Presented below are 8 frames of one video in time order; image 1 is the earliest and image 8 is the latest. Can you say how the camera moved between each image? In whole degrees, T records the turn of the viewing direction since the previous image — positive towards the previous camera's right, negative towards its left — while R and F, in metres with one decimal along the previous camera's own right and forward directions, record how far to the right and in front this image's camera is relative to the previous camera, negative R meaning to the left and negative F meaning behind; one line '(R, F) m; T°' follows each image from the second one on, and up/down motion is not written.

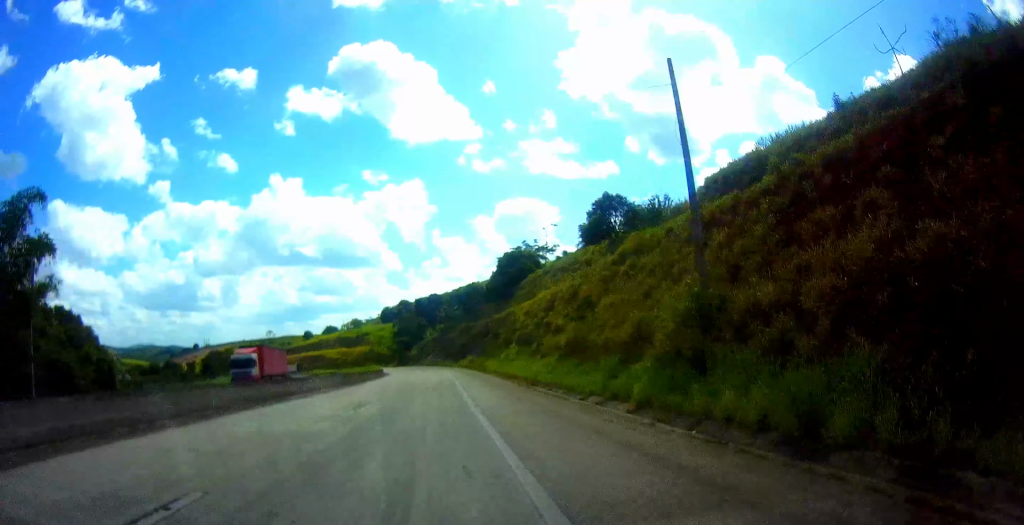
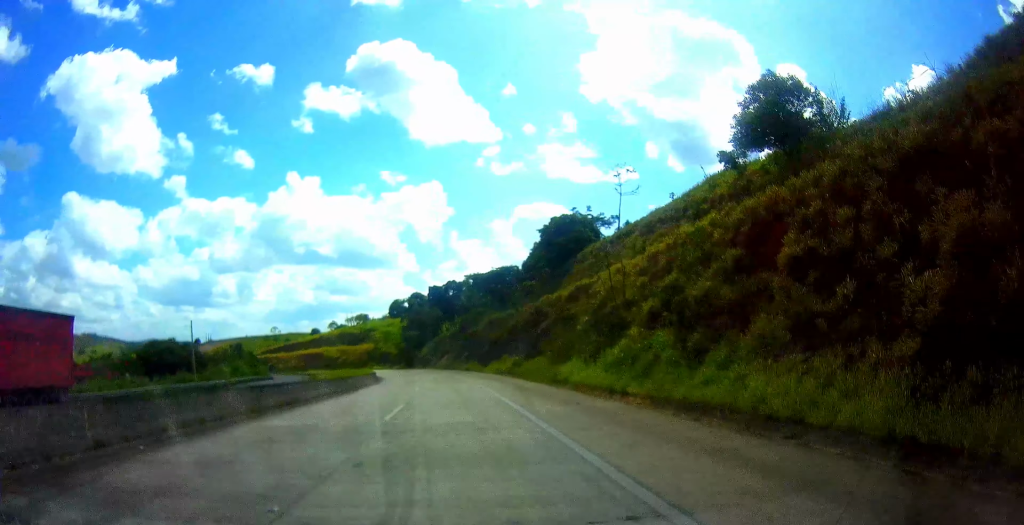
(-0.1, +34.5) m; -1°
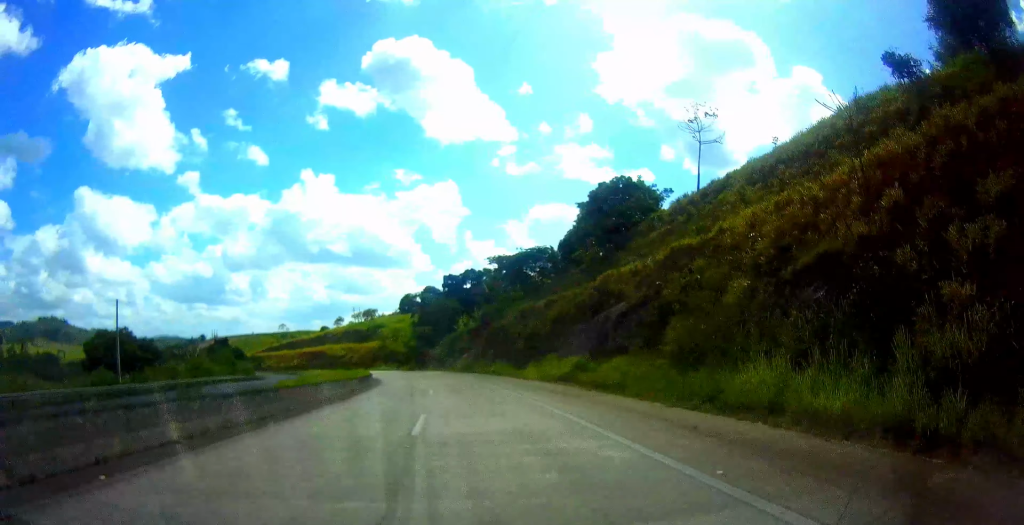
(-0.1, +19.5) m; -1°
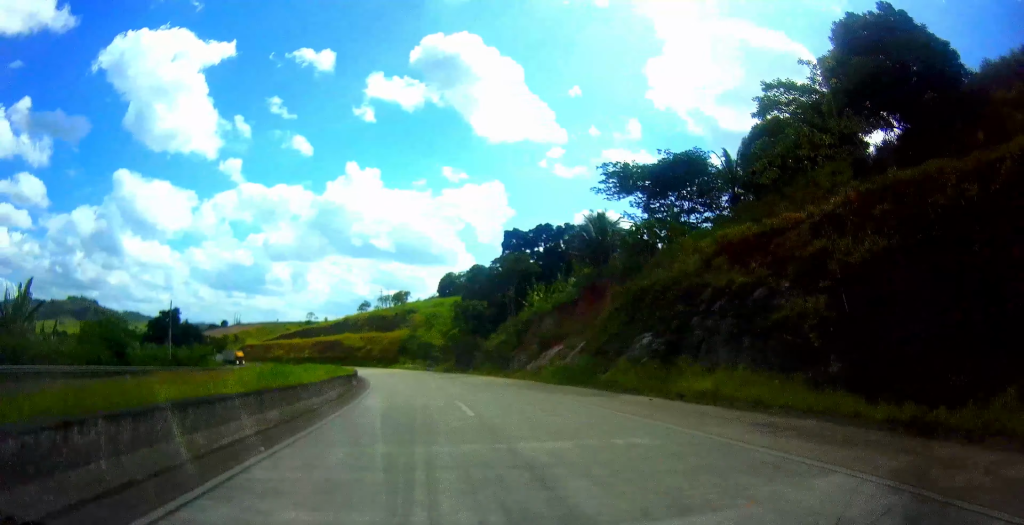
(-1.1, +44.5) m; -4°
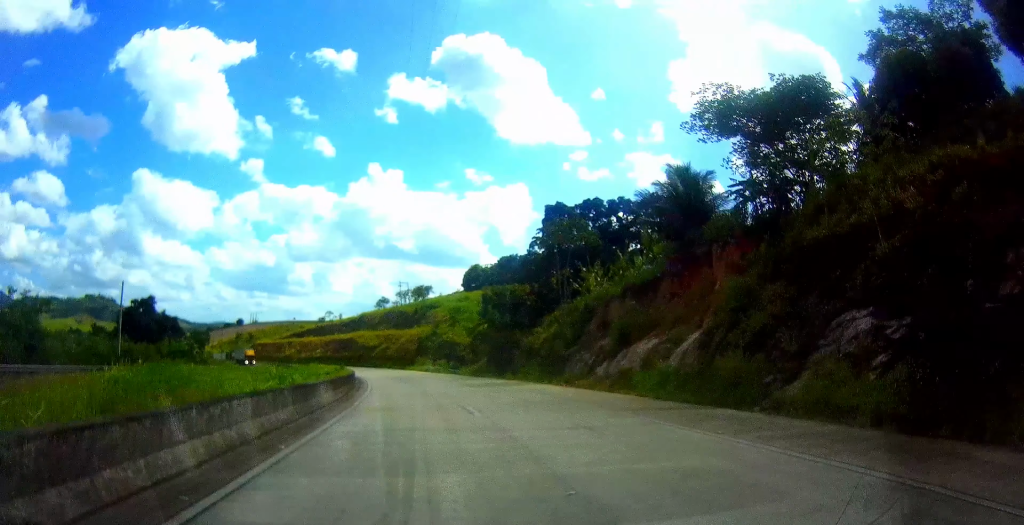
(-0.3, +15.4) m; -2°
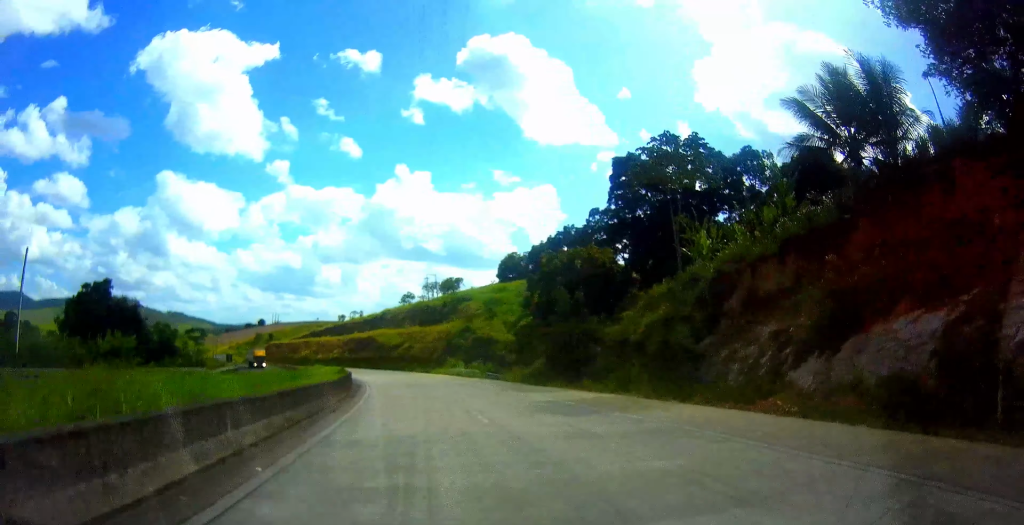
(-0.1, +17.8) m; -2°
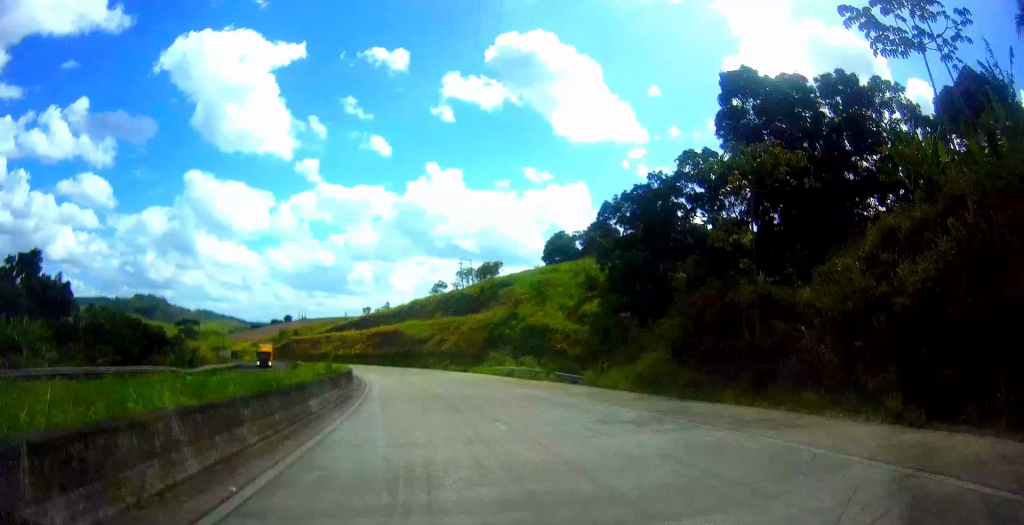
(-0.5, +17.6) m; -3°
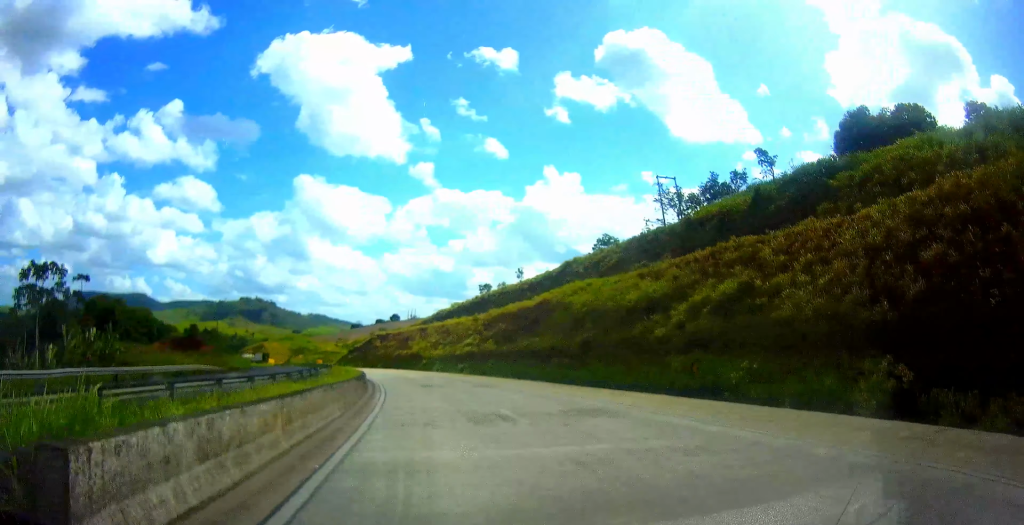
(-6.5, +60.6) m; -13°
